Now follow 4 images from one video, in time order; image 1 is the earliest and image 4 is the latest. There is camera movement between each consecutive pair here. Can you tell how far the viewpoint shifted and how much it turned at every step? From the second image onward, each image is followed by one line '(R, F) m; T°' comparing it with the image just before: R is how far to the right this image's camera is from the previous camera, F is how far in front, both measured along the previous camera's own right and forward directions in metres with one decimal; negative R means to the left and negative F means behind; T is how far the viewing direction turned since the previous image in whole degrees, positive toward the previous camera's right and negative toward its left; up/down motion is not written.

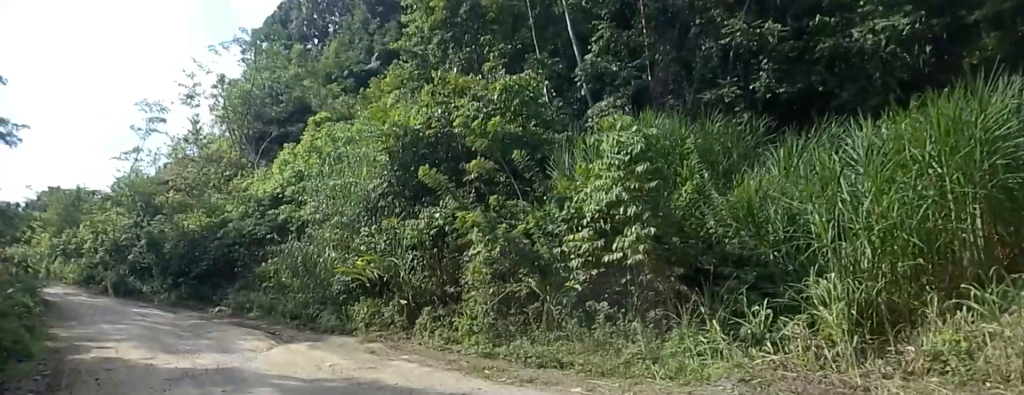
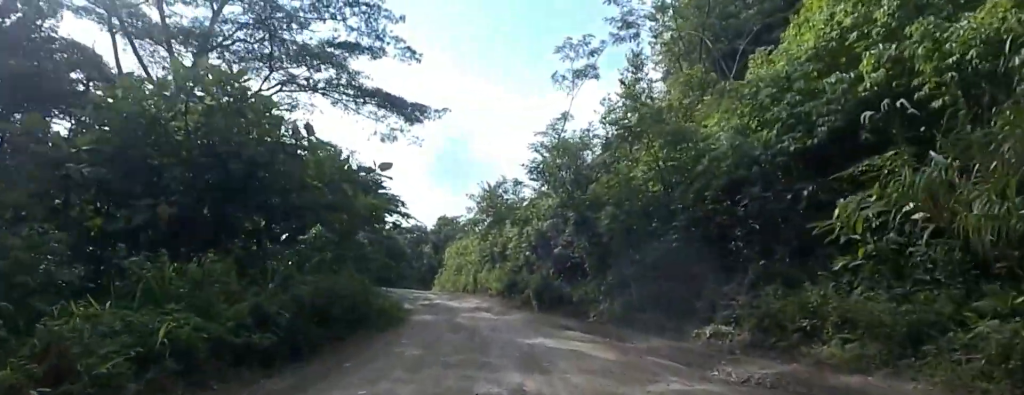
(-15.9, +22.4) m; -51°
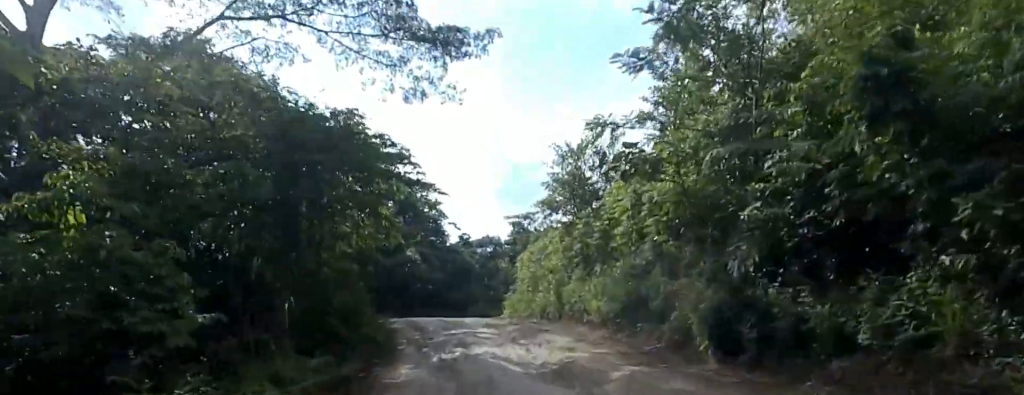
(-2.1, +19.9) m; -5°
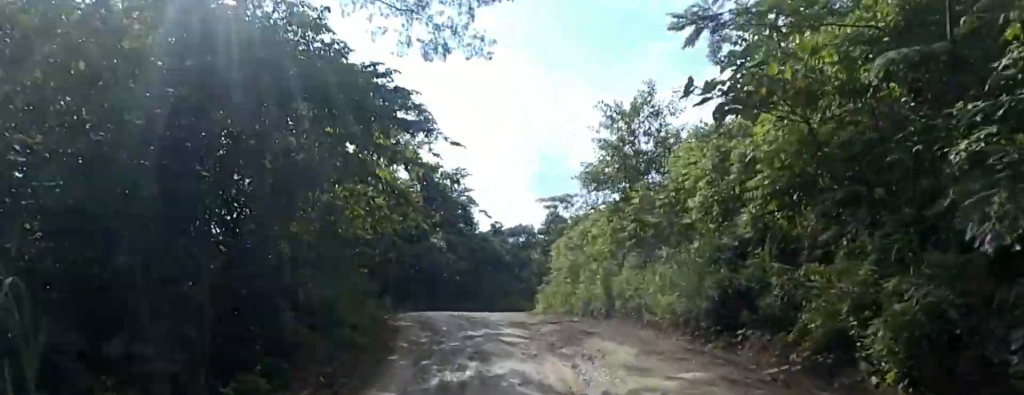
(+1.1, +5.5) m; +4°
